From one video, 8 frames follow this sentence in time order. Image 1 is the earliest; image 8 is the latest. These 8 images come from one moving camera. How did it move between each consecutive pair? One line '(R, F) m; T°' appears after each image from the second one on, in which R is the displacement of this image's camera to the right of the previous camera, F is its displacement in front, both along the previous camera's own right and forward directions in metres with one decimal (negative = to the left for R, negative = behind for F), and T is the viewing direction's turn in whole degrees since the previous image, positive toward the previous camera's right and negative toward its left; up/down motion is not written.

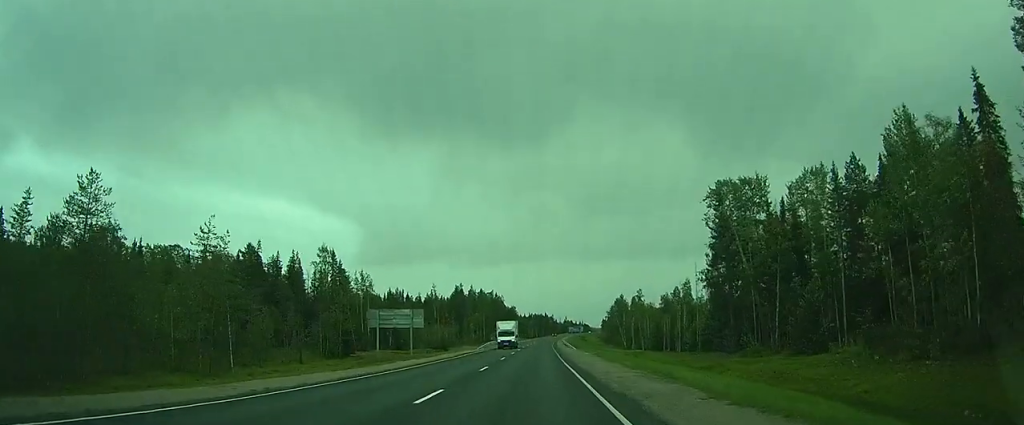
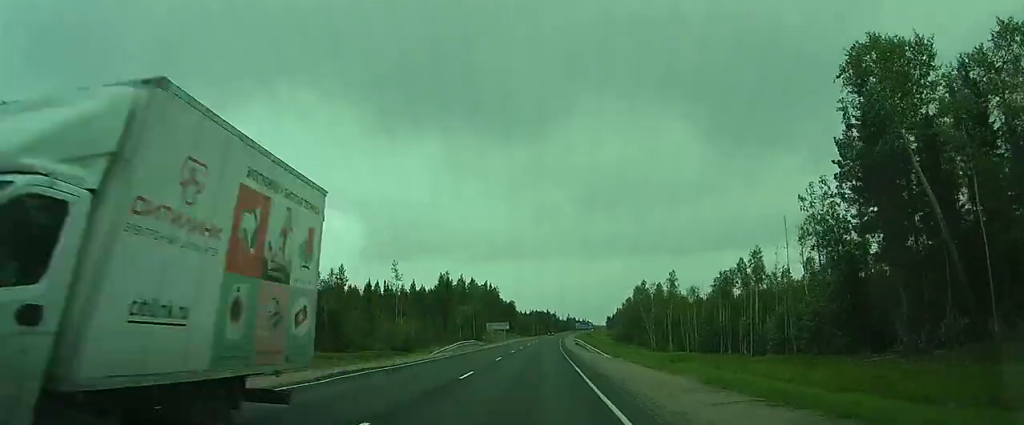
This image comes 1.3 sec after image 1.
(-0.5, +31.4) m; -1°
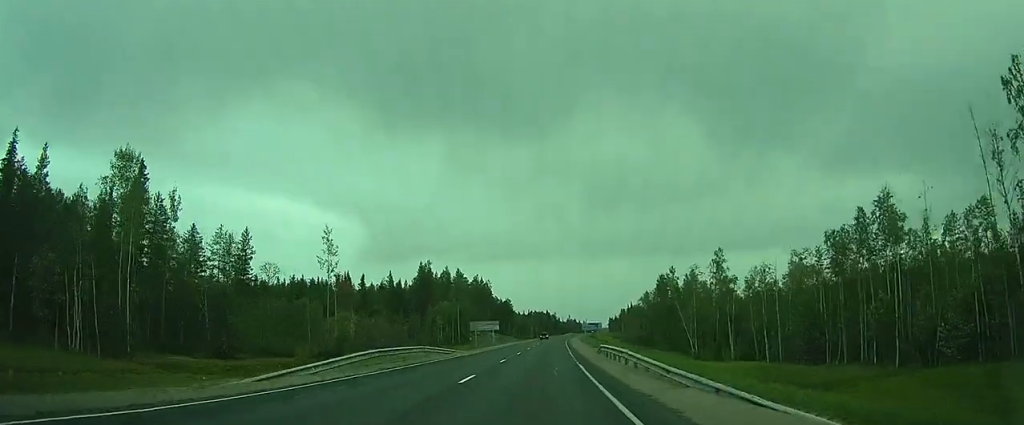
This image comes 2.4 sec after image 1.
(-0.1, +25.1) m; 0°
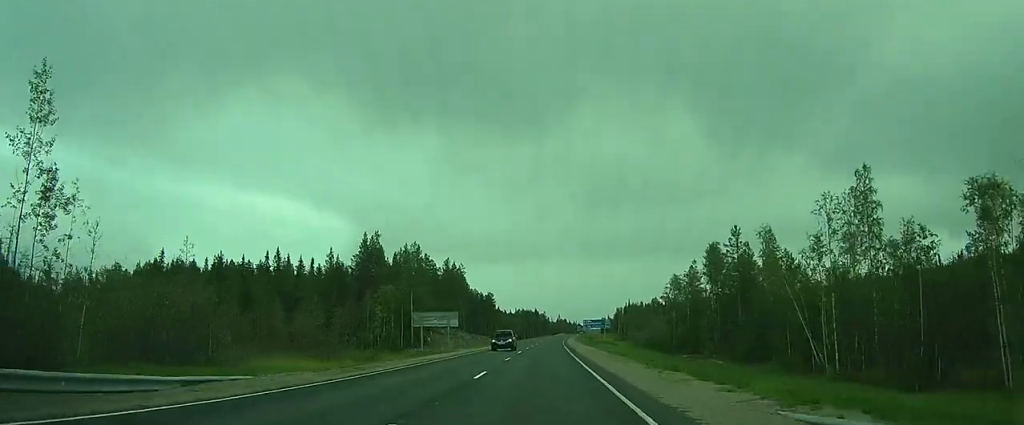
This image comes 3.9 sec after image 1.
(+0.3, +33.0) m; +1°
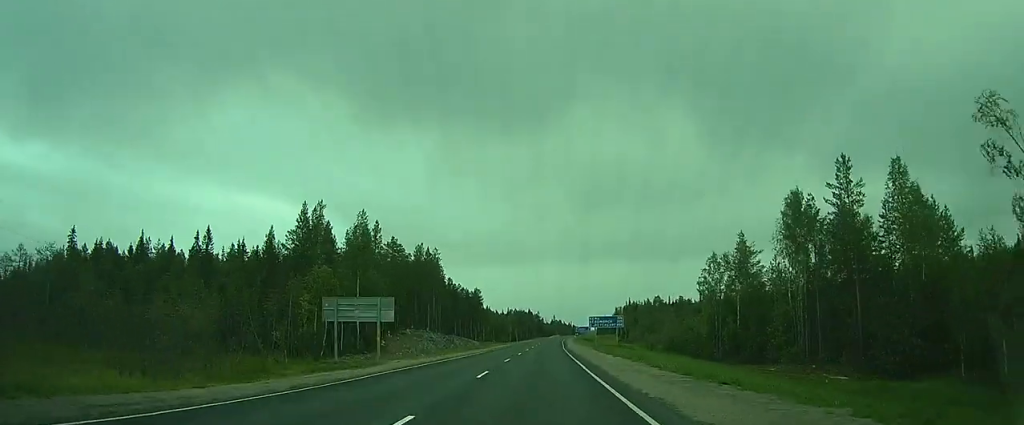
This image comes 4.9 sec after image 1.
(+0.2, +21.6) m; 0°
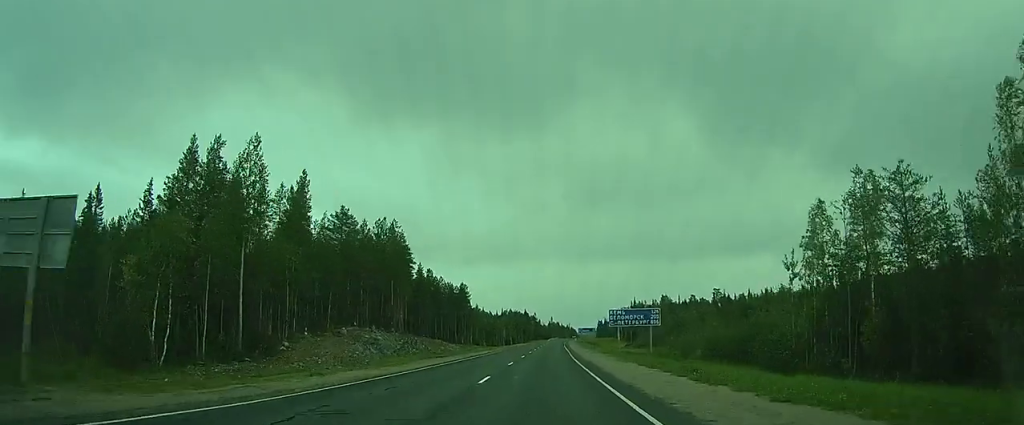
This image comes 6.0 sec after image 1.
(-0.1, +23.0) m; 0°
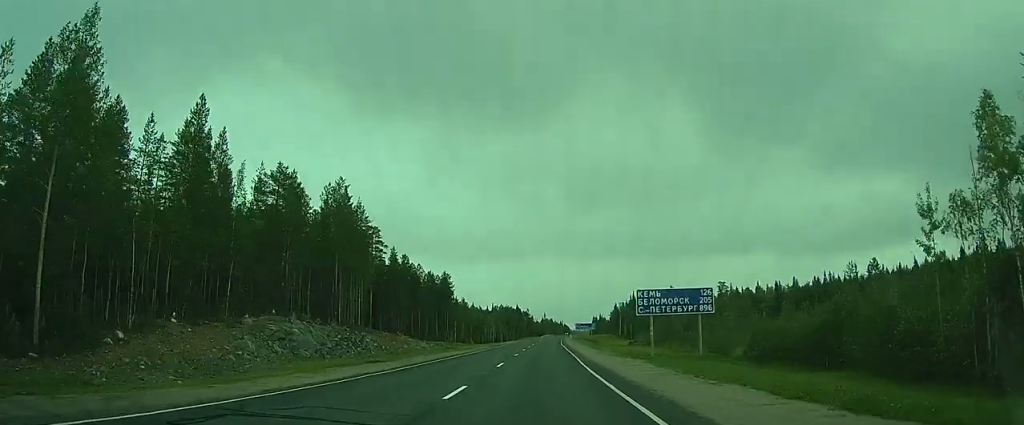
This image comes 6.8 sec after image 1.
(+0.1, +15.7) m; +1°
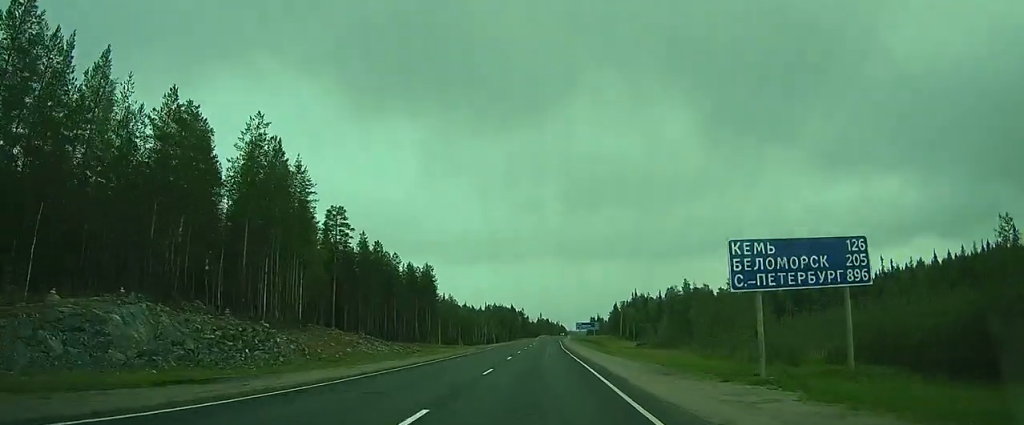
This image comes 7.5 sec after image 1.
(0.0, +14.8) m; 0°
